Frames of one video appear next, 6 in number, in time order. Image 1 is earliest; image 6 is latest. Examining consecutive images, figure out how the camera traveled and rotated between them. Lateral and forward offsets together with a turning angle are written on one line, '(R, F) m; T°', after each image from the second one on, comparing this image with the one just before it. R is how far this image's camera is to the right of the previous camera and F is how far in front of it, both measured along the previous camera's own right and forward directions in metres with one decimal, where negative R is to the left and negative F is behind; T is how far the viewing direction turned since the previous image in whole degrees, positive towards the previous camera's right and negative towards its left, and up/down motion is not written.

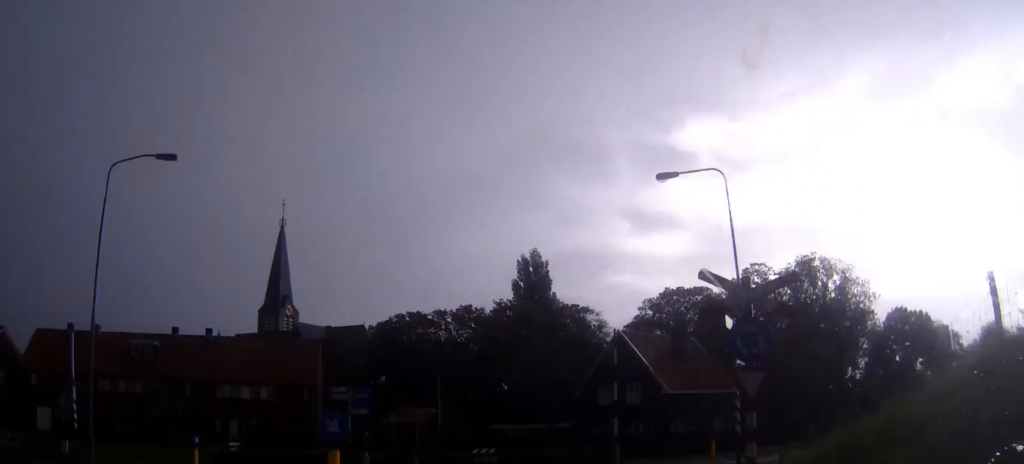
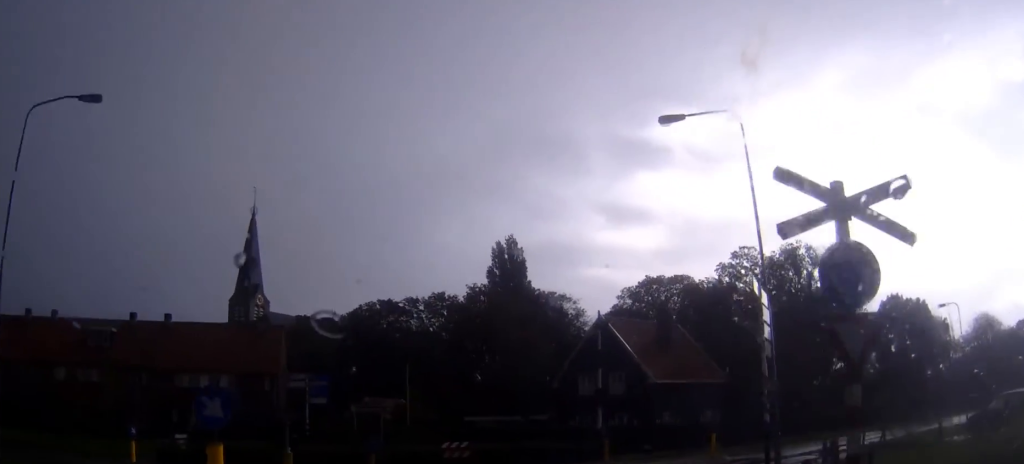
(0.0, +4.2) m; +2°
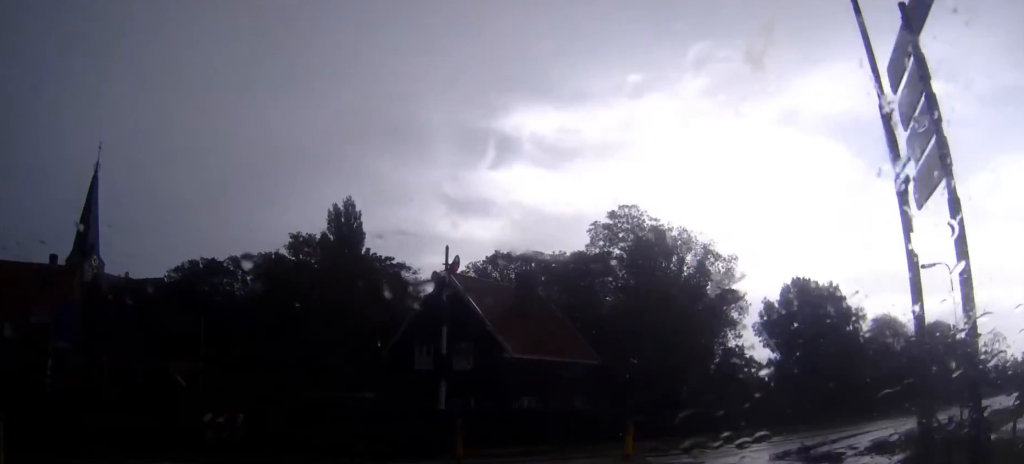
(+1.2, +11.7) m; +16°
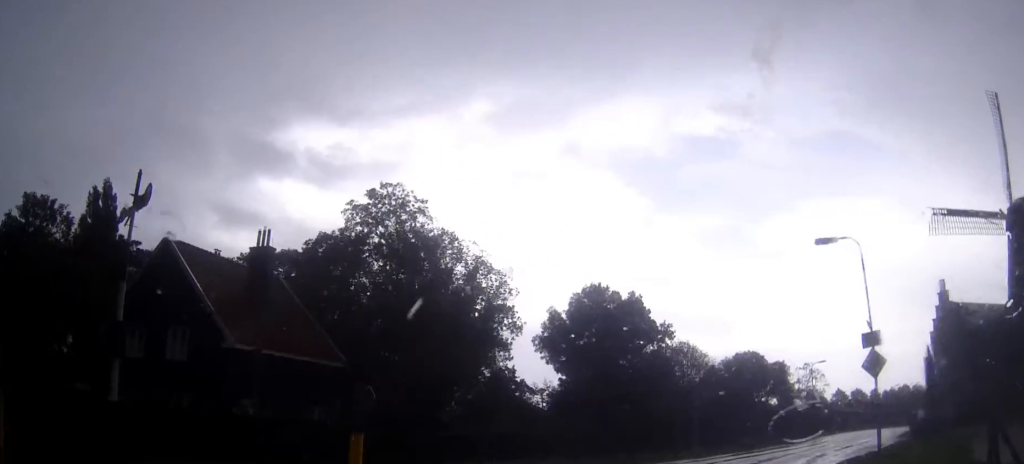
(+1.1, +8.3) m; +17°
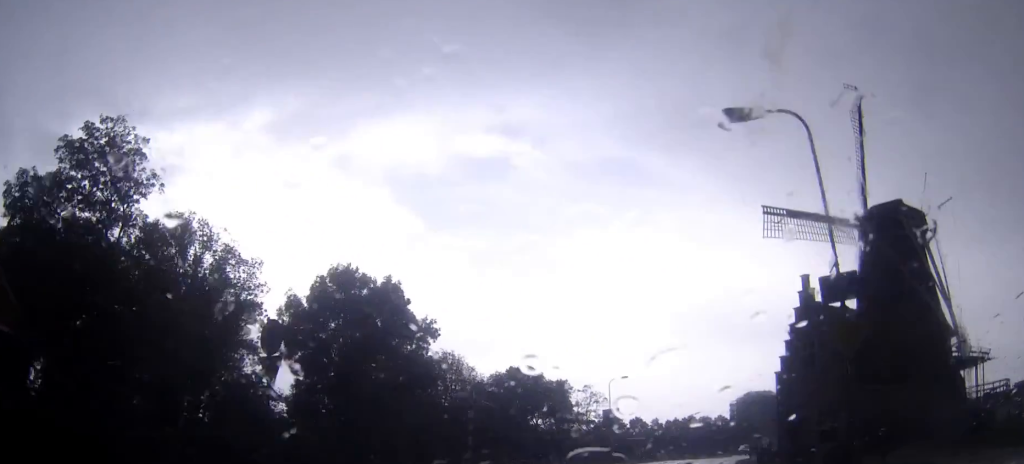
(+1.4, +9.3) m; +16°
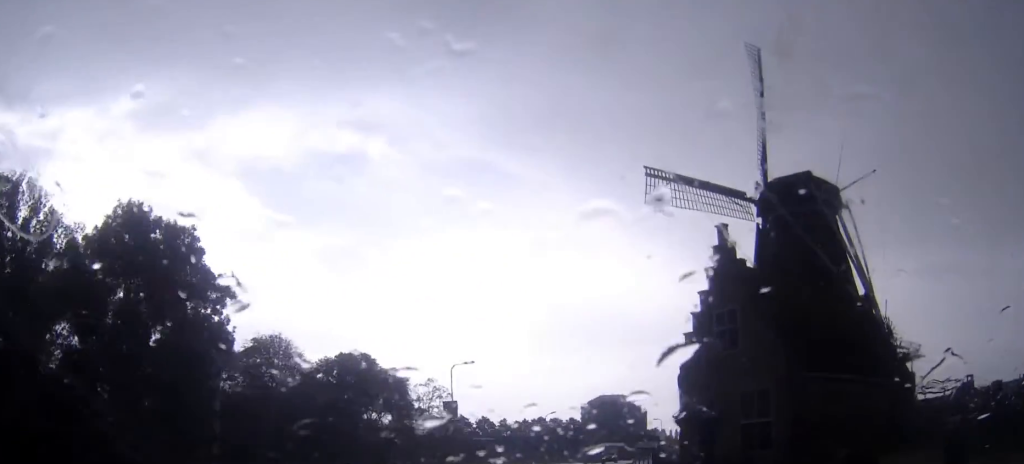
(+1.0, +8.8) m; +10°
